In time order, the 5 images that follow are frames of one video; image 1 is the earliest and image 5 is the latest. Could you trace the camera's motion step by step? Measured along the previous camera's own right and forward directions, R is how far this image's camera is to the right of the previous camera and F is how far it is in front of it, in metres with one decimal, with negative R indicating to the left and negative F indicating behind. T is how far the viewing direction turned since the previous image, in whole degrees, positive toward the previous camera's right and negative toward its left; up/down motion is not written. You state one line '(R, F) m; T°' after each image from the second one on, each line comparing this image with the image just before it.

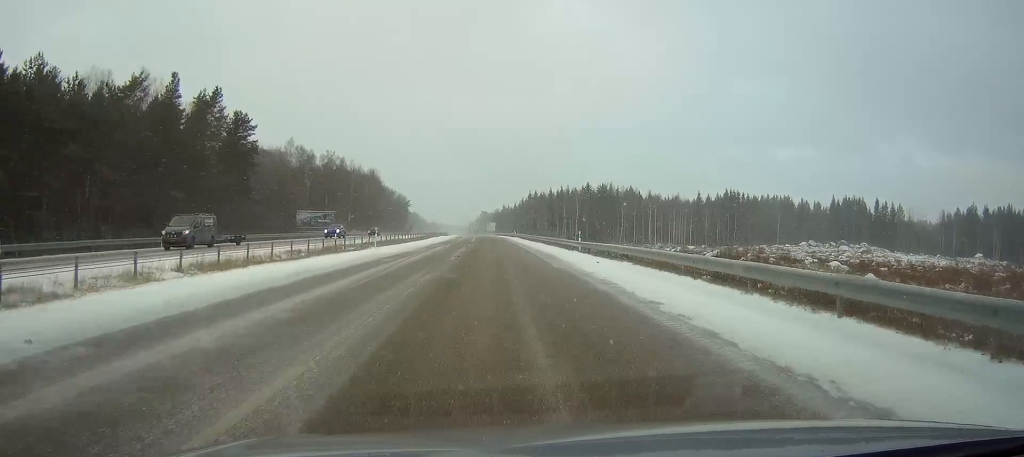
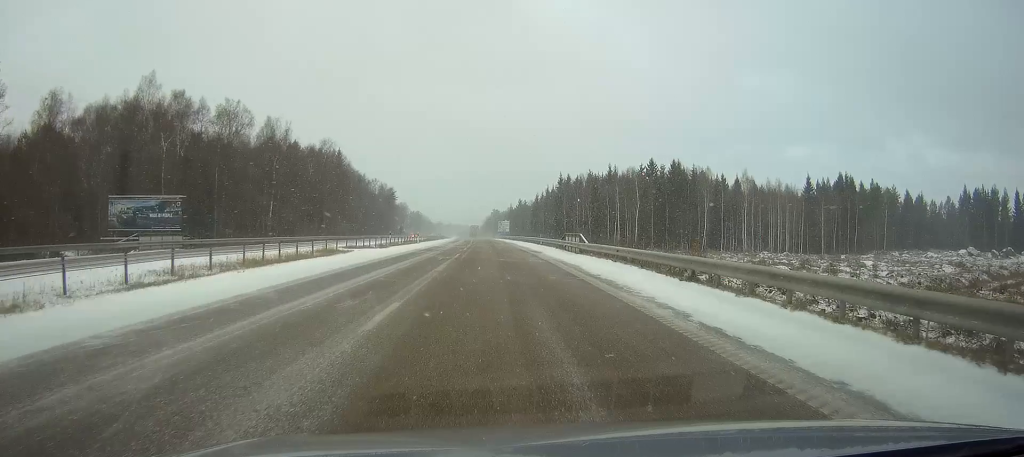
(-0.8, +77.9) m; -1°
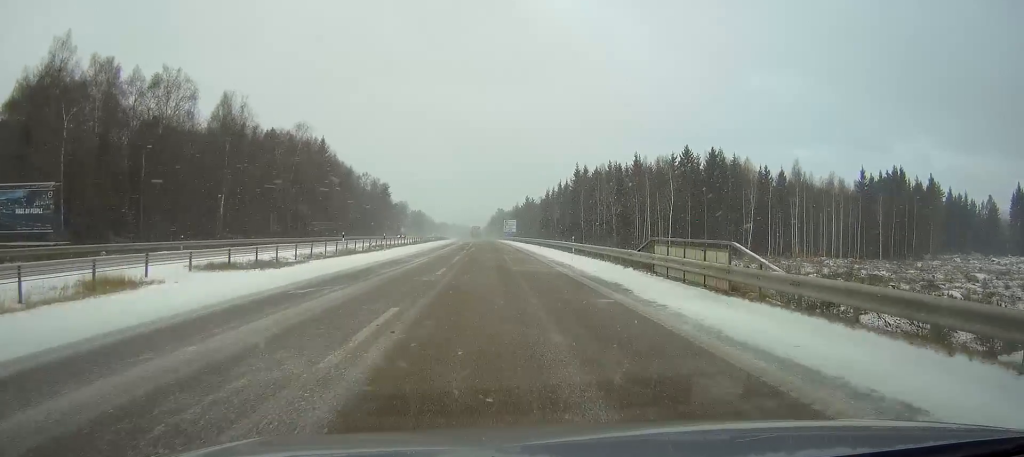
(-0.1, +24.2) m; 0°
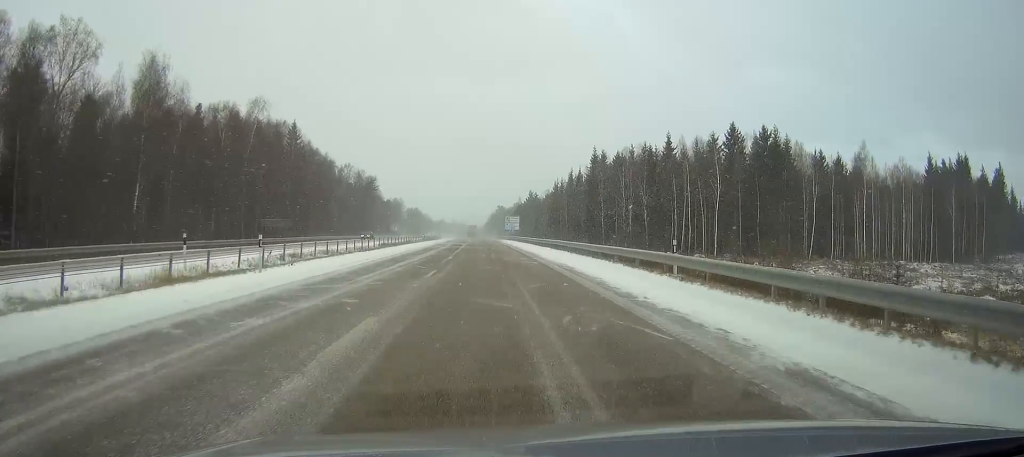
(0.0, +25.0) m; 0°
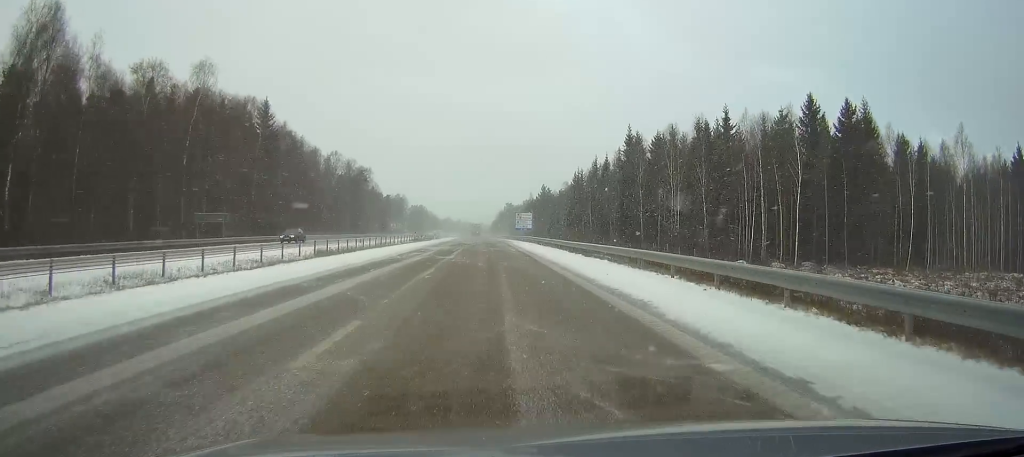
(-0.1, +24.2) m; -1°
